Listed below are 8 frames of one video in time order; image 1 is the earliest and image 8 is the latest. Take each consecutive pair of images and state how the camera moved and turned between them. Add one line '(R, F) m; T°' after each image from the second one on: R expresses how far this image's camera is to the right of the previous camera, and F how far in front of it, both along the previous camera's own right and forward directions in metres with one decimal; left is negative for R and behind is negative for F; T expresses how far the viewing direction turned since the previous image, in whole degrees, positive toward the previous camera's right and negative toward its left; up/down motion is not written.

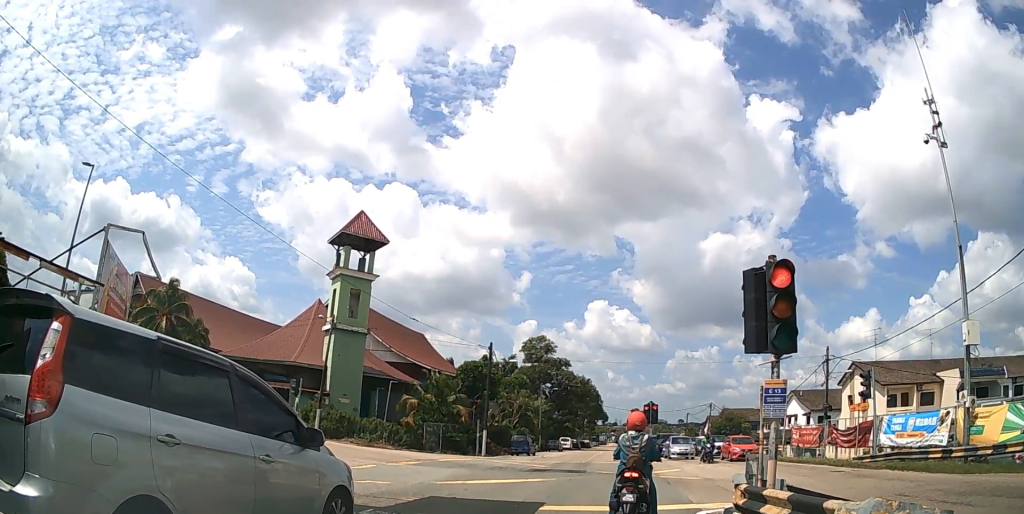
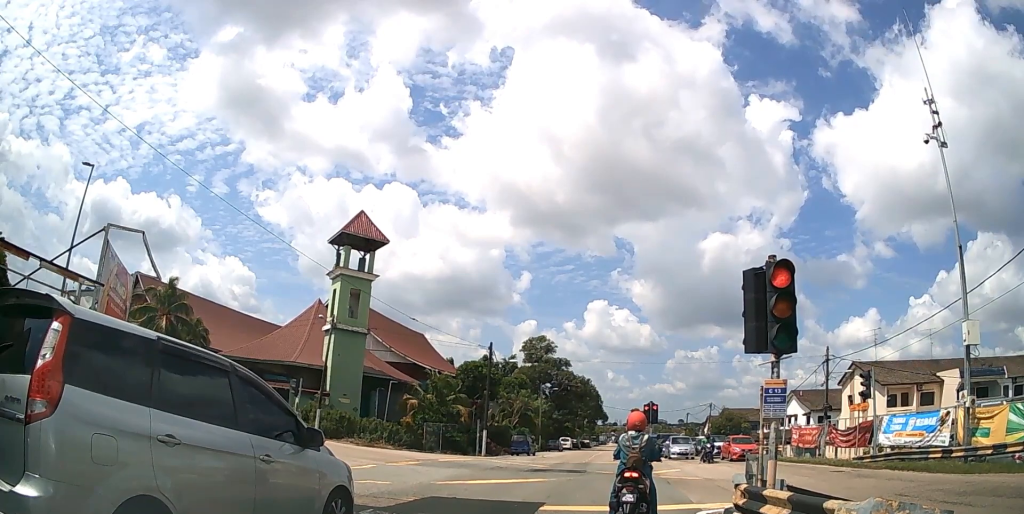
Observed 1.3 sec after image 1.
(0.0, 0.0) m; 0°
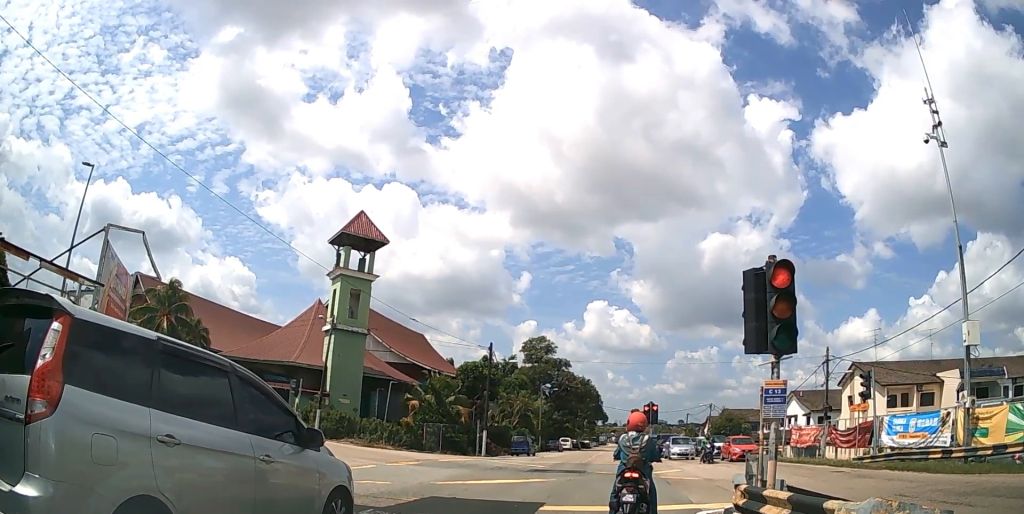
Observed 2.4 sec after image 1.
(0.0, 0.0) m; 0°
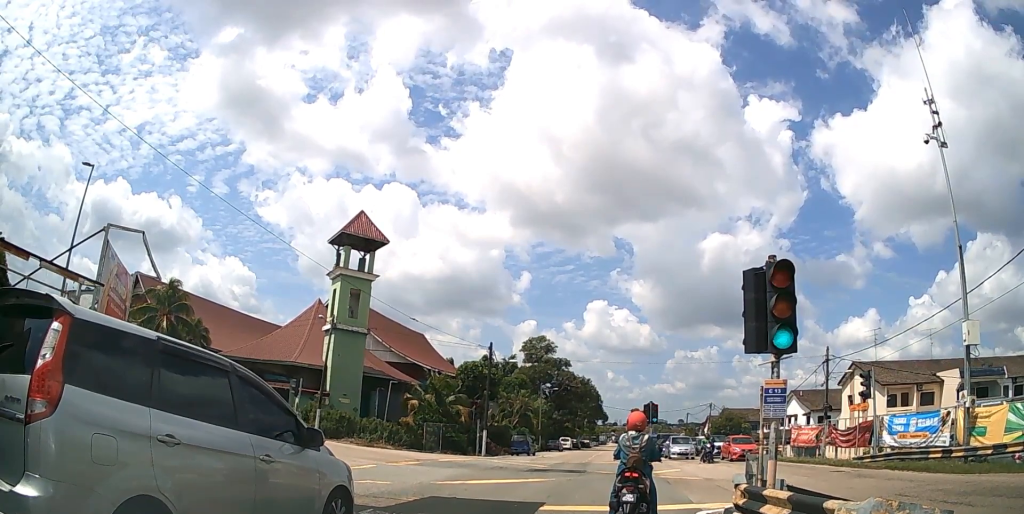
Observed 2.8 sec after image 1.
(0.0, 0.0) m; 0°
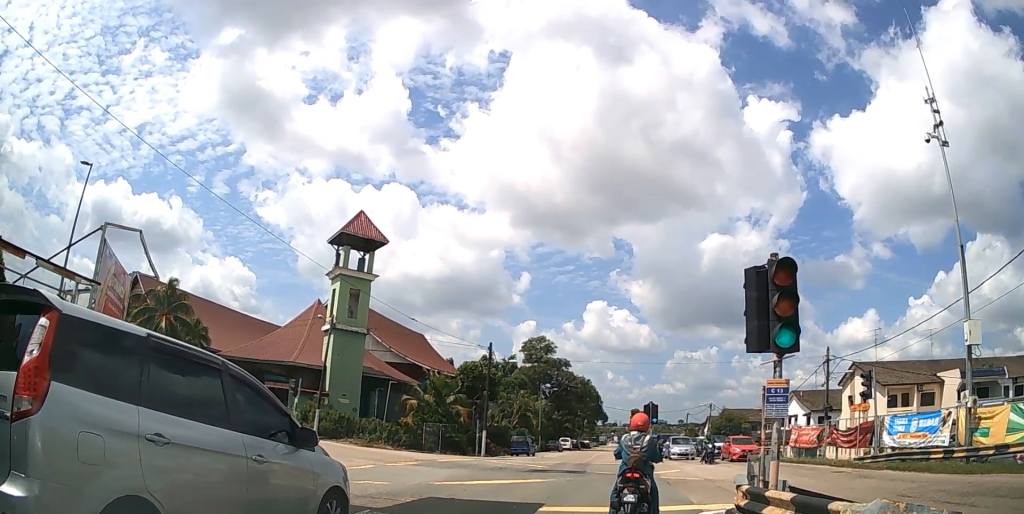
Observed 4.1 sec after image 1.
(0.0, 0.0) m; 0°
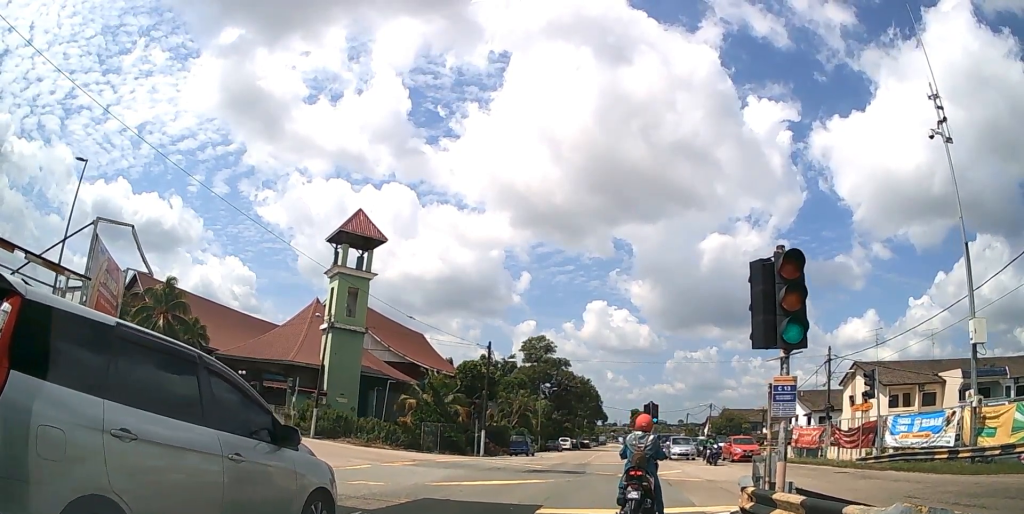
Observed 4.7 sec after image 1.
(0.0, +0.2) m; 0°
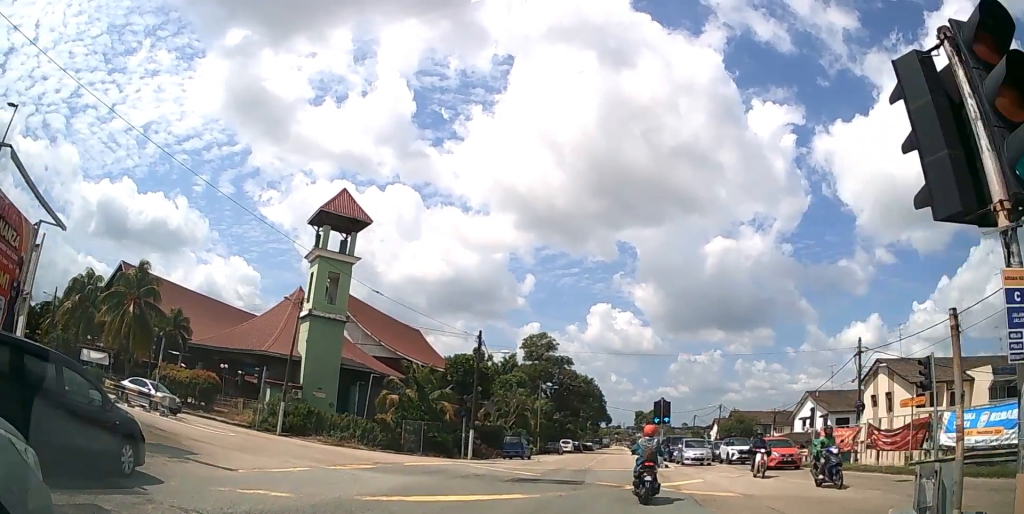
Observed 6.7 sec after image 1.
(0.0, +4.5) m; -2°
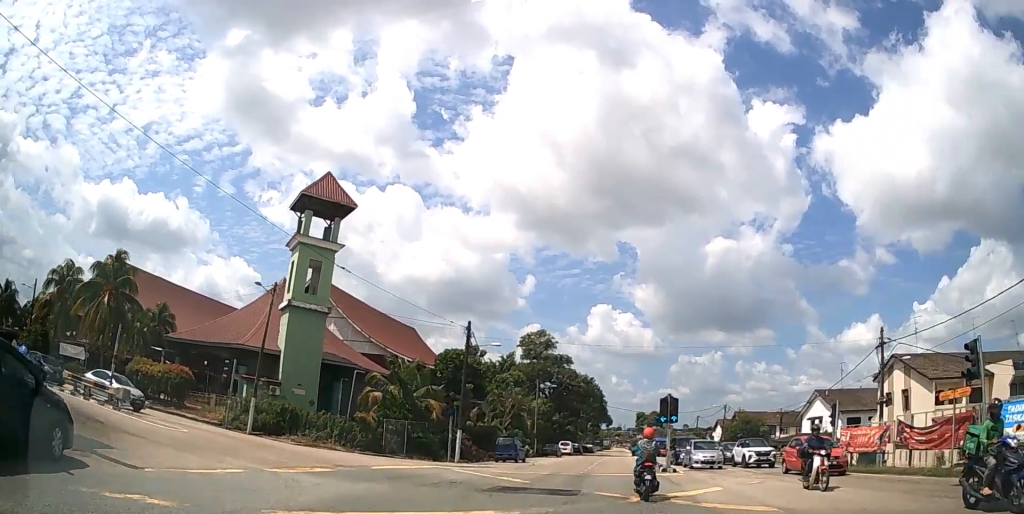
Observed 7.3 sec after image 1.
(0.0, +3.2) m; -1°
